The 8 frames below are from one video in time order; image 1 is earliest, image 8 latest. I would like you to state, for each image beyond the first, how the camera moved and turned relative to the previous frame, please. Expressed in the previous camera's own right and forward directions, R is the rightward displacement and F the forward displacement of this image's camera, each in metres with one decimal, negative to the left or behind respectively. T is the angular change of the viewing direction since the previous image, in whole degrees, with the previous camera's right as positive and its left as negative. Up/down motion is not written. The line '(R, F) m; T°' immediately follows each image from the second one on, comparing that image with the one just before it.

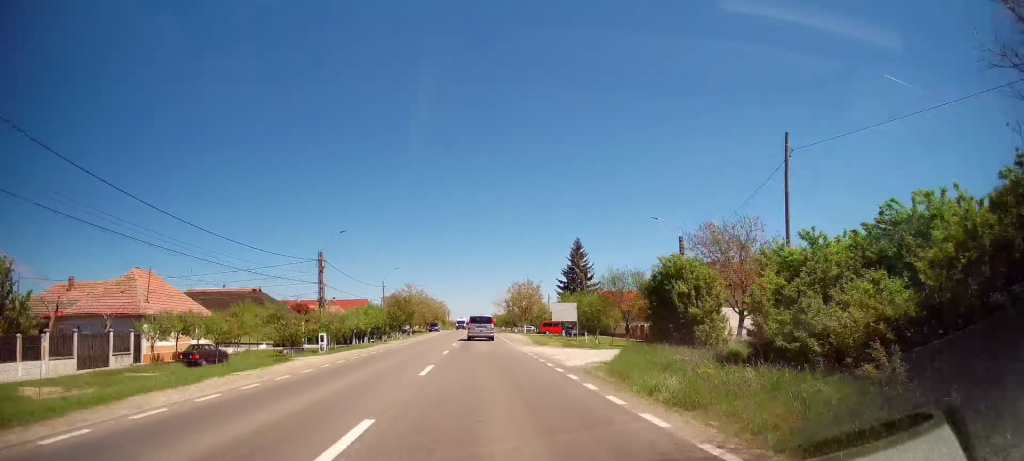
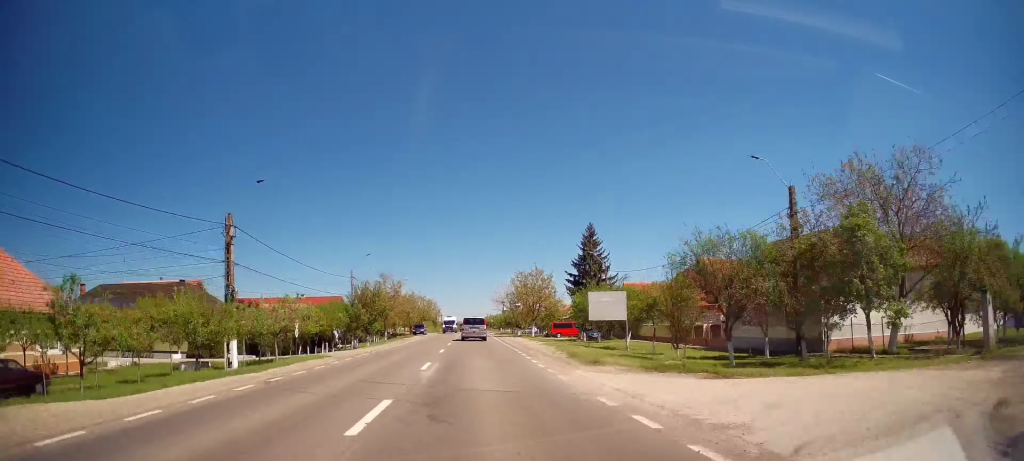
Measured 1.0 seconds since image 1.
(+0.3, +15.9) m; 0°
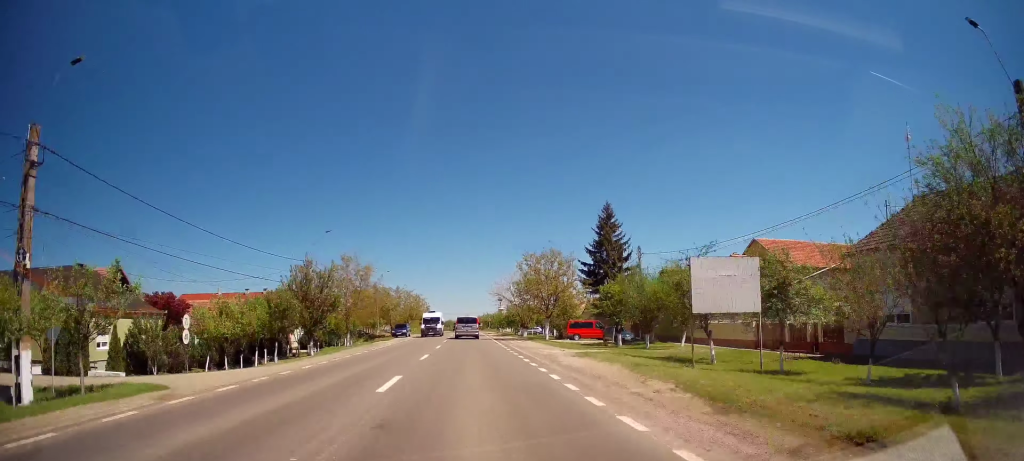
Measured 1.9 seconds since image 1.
(-0.2, +14.3) m; -1°
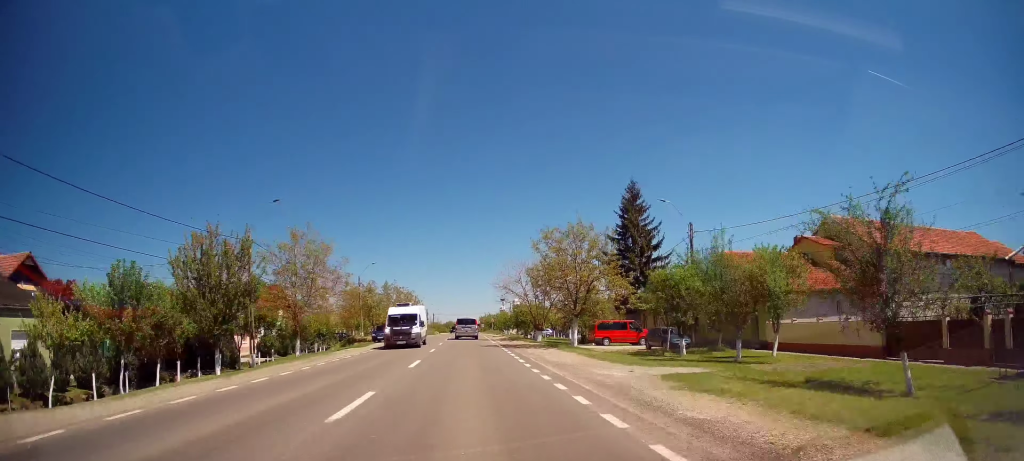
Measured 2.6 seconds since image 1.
(0.0, +11.6) m; 0°
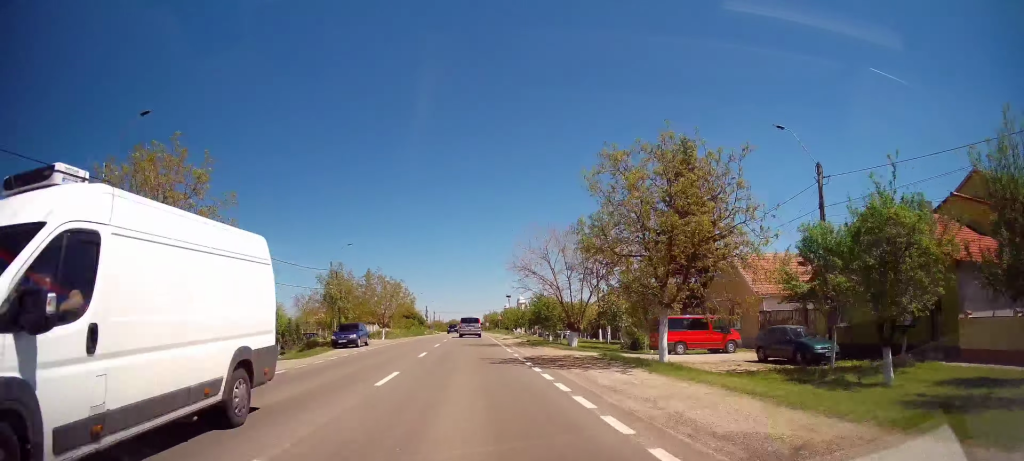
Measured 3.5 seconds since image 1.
(0.0, +14.3) m; +1°
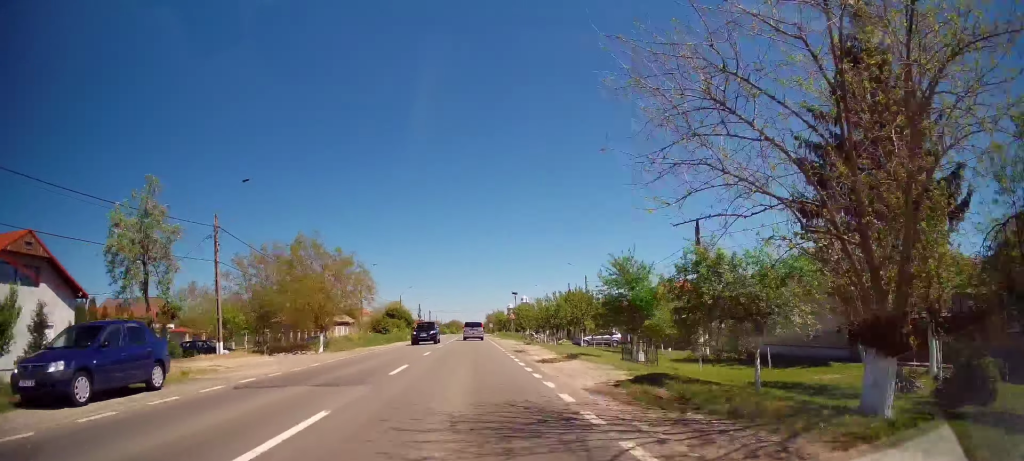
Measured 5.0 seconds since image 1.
(0.0, +23.8) m; -1°
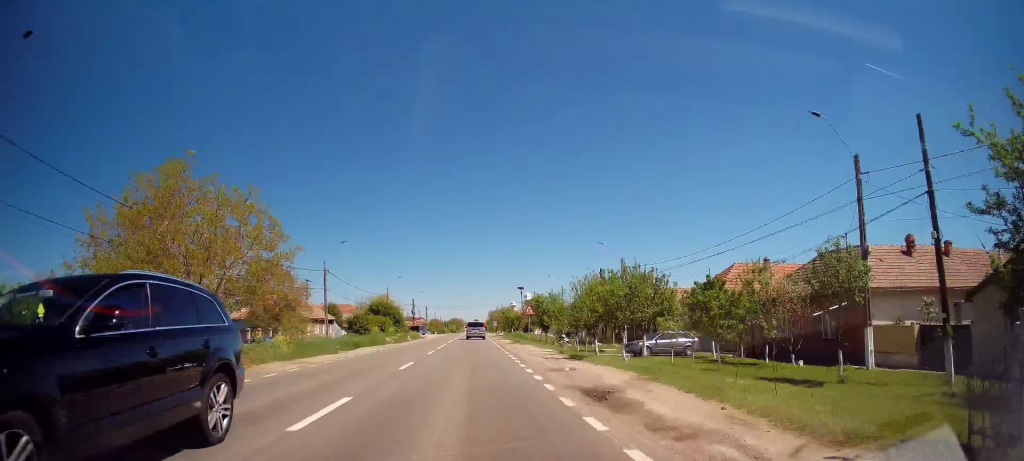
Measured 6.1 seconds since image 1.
(-0.1, +16.5) m; 0°
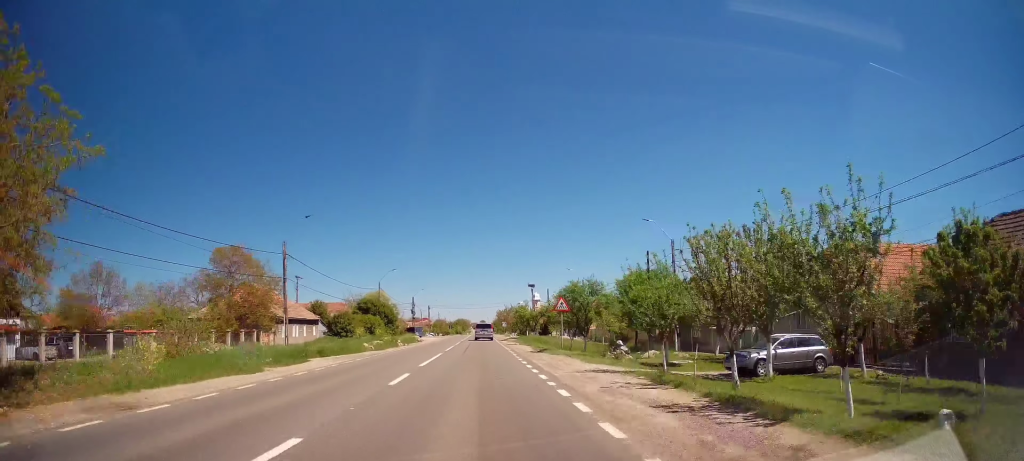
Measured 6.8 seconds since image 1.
(+0.3, +12.3) m; 0°
